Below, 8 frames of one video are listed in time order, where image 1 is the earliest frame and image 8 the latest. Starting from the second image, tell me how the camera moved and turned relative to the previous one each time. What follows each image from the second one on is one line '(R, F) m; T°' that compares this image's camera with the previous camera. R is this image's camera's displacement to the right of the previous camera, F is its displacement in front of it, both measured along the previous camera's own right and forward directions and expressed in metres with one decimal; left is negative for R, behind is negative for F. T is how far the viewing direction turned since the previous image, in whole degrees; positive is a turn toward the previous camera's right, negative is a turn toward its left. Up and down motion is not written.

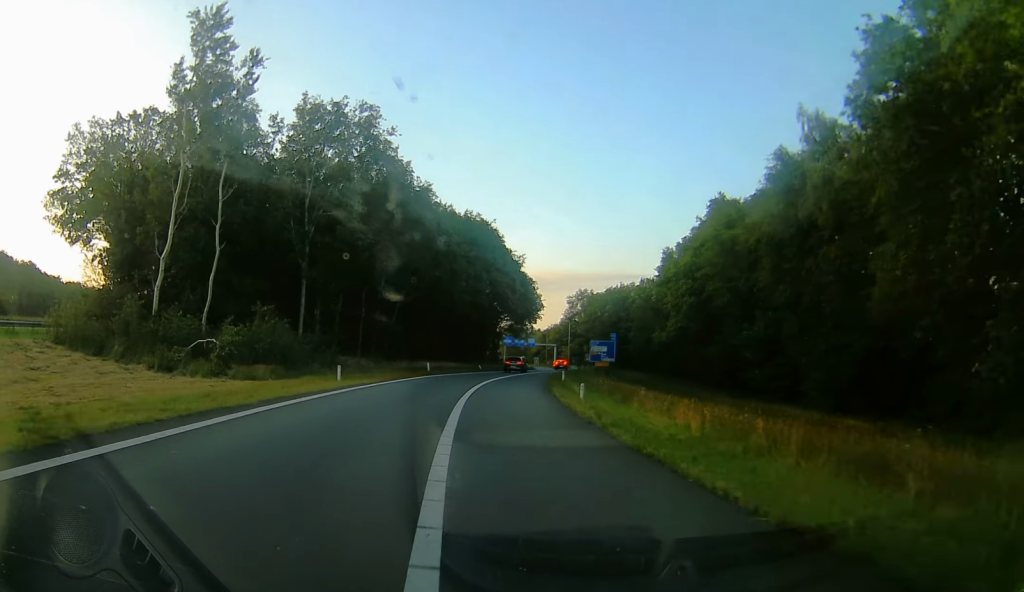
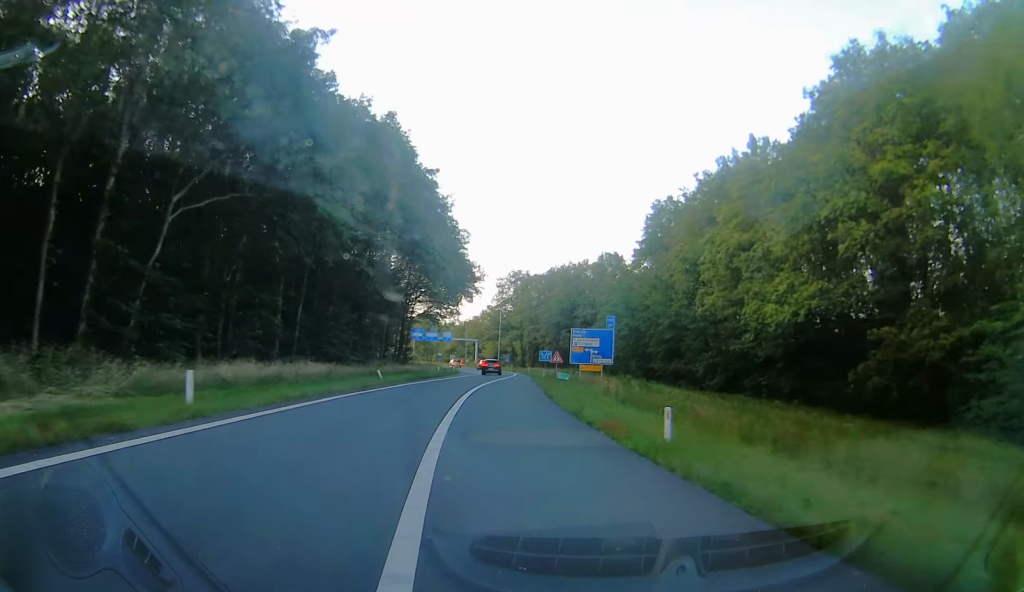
(+1.9, +36.8) m; +7°
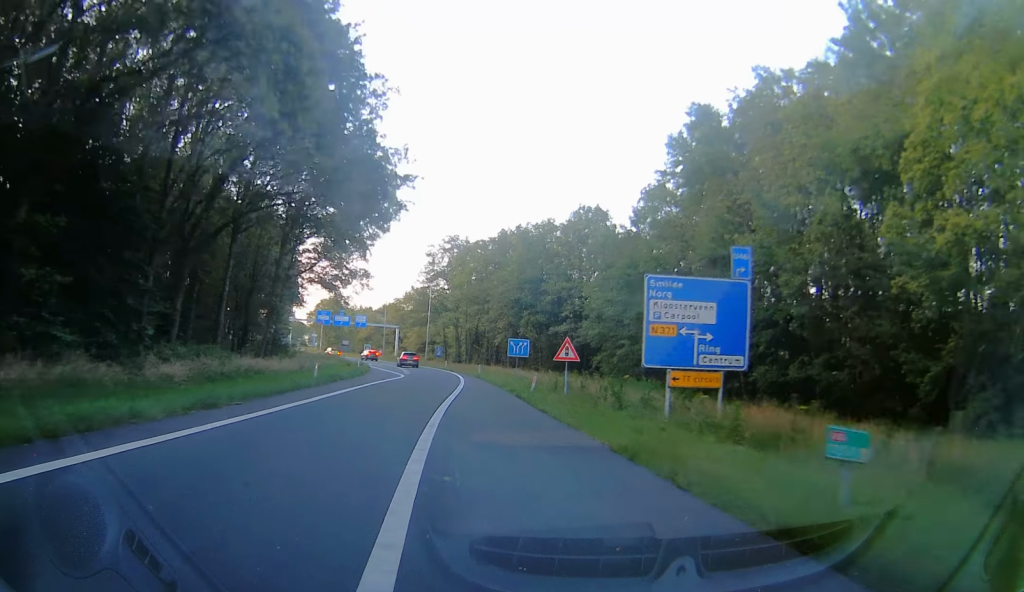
(+2.3, +32.3) m; +6°
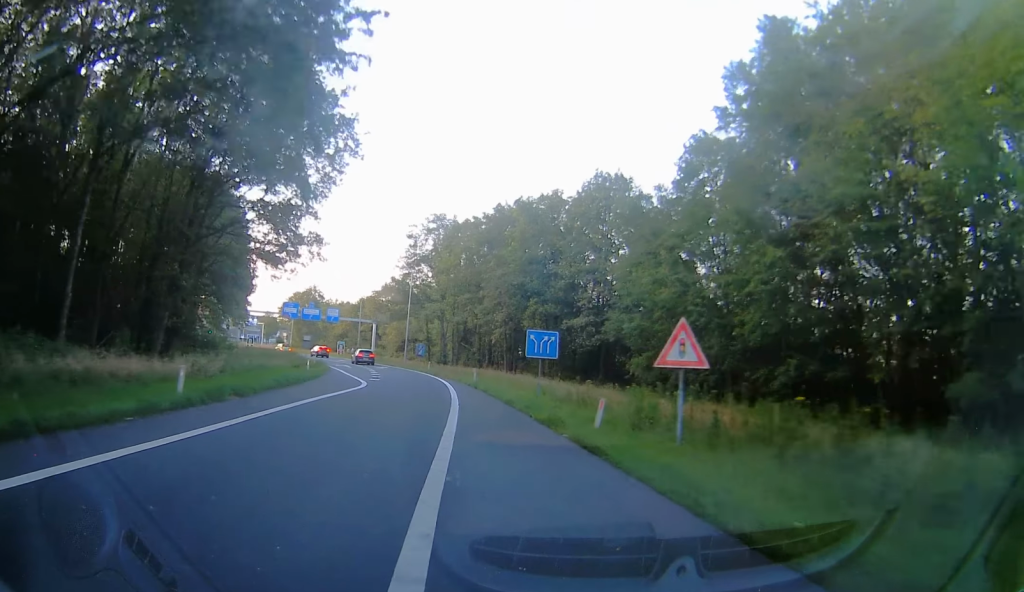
(+0.2, +15.1) m; 0°
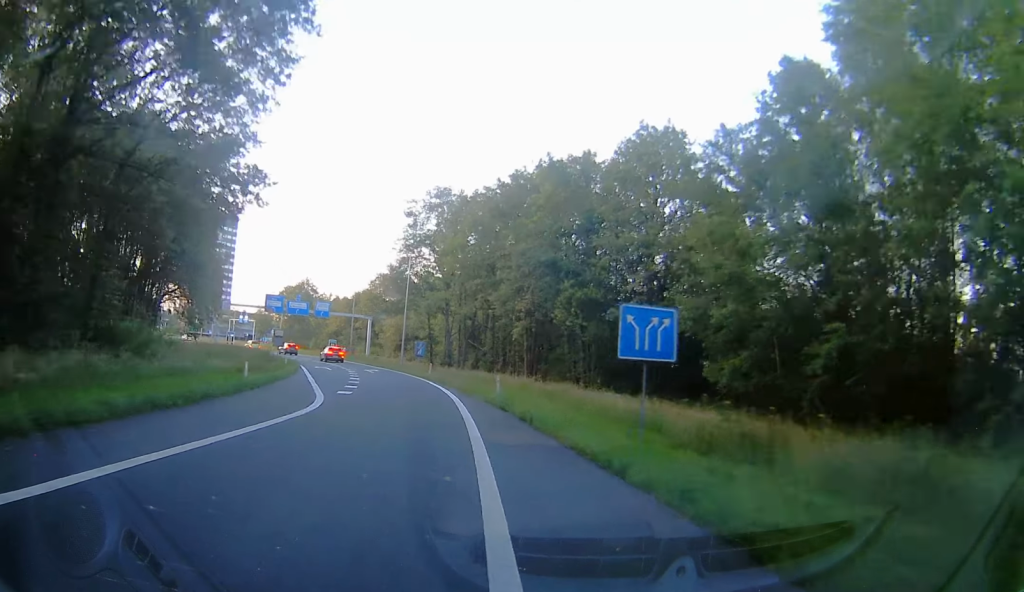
(0.0, +13.3) m; -1°
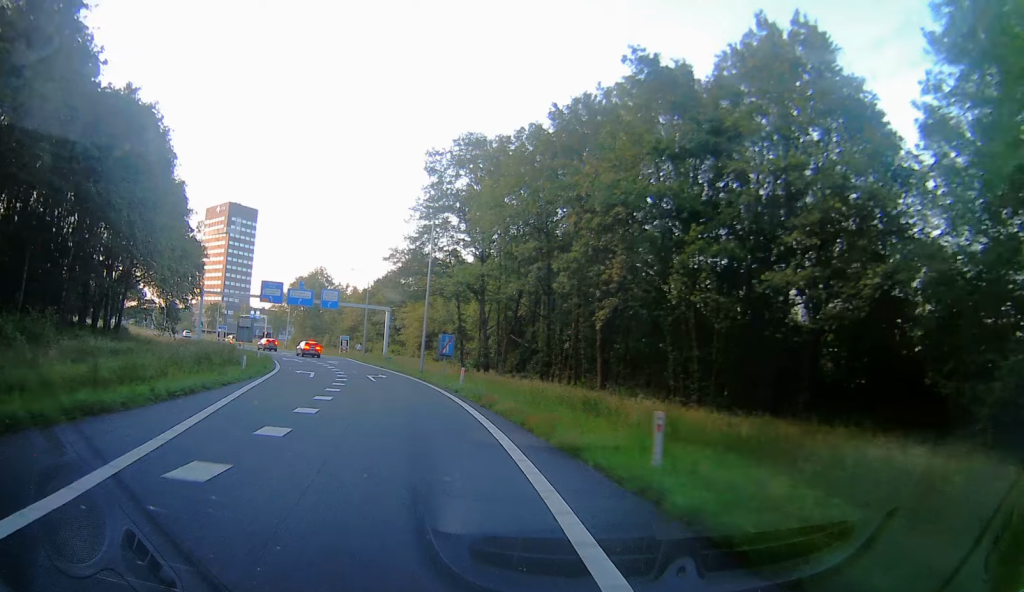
(-0.1, +16.7) m; -2°
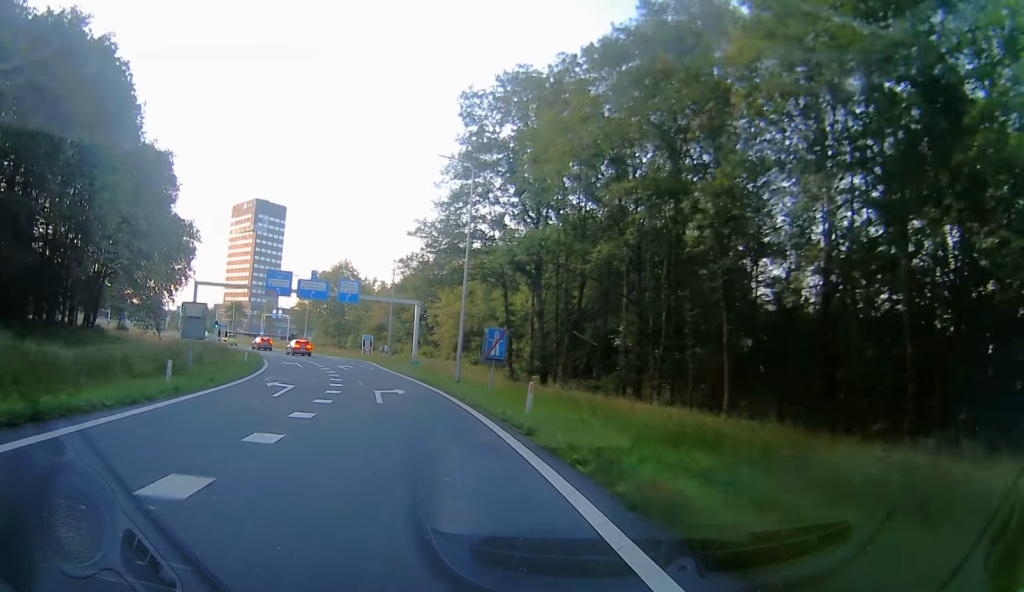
(-0.4, +13.4) m; 0°
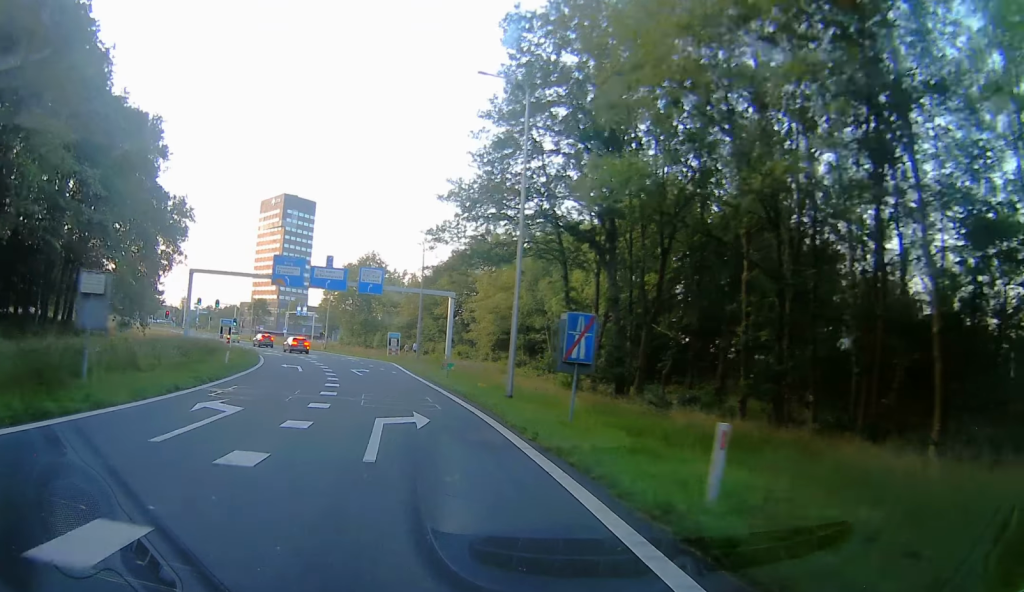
(0.0, +10.7) m; -1°
